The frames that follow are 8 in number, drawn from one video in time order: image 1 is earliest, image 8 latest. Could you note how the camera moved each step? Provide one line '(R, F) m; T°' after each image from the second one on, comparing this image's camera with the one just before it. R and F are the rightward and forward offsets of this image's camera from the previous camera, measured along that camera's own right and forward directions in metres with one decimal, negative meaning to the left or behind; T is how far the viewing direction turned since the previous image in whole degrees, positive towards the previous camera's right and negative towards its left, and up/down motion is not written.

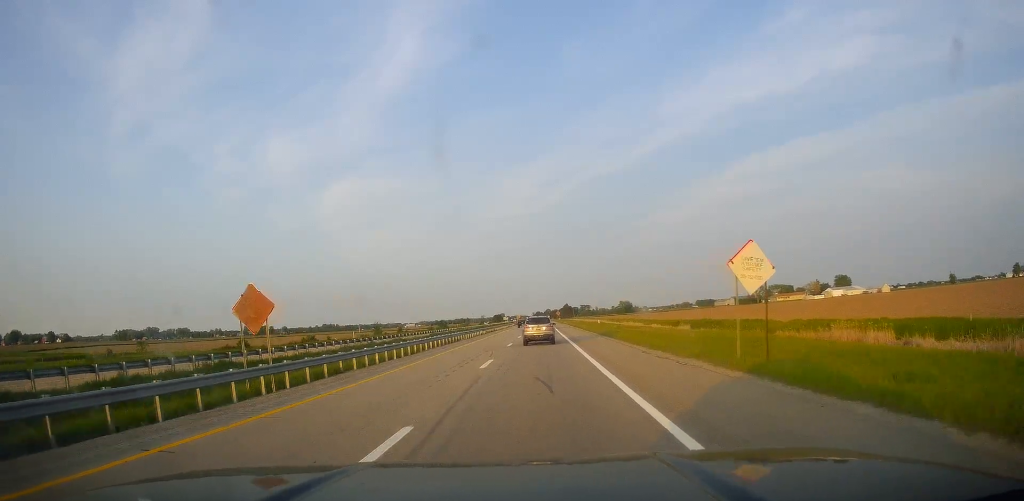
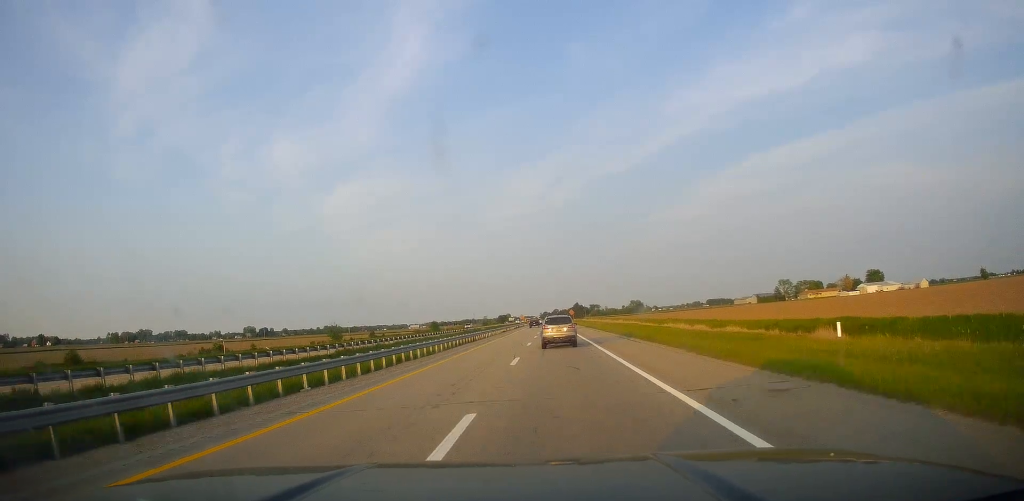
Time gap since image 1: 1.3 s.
(0.0, +44.0) m; 0°
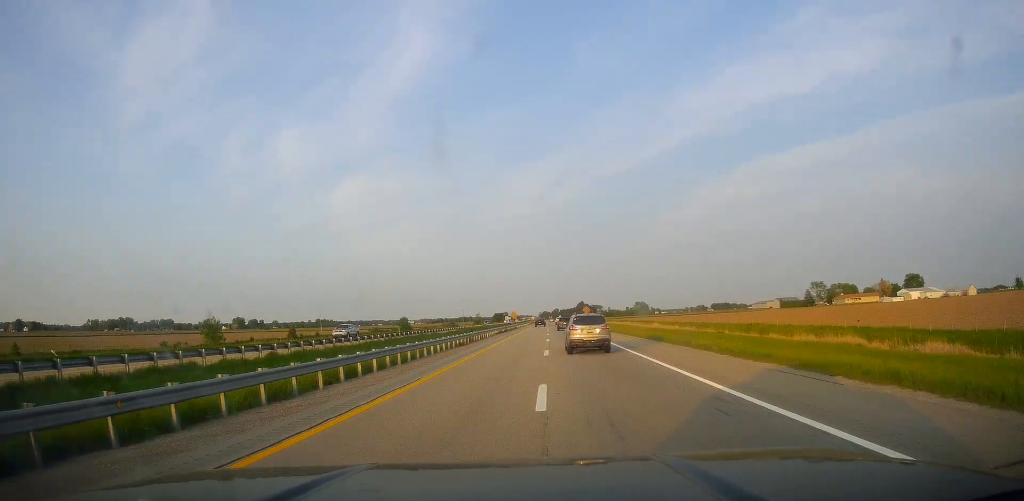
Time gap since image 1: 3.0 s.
(0.0, +55.7) m; 0°
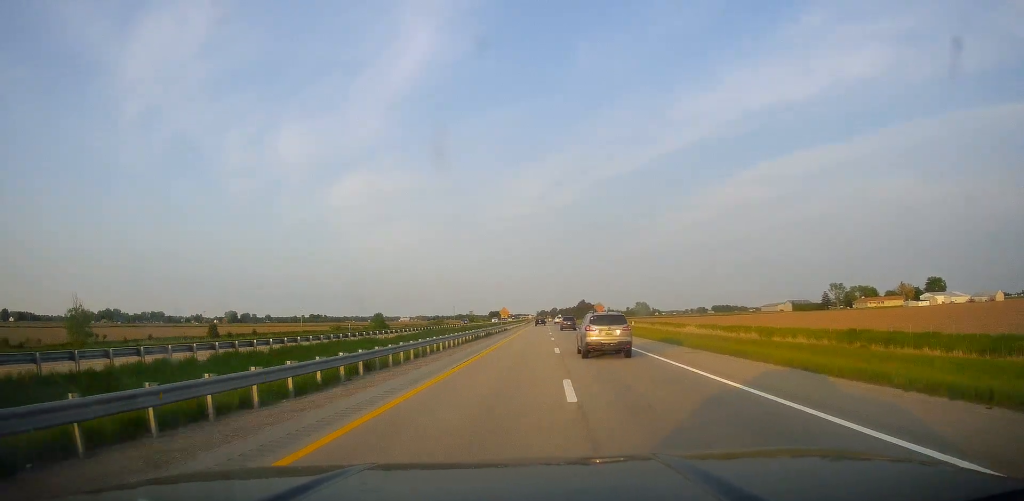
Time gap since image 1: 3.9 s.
(0.0, +29.4) m; 0°
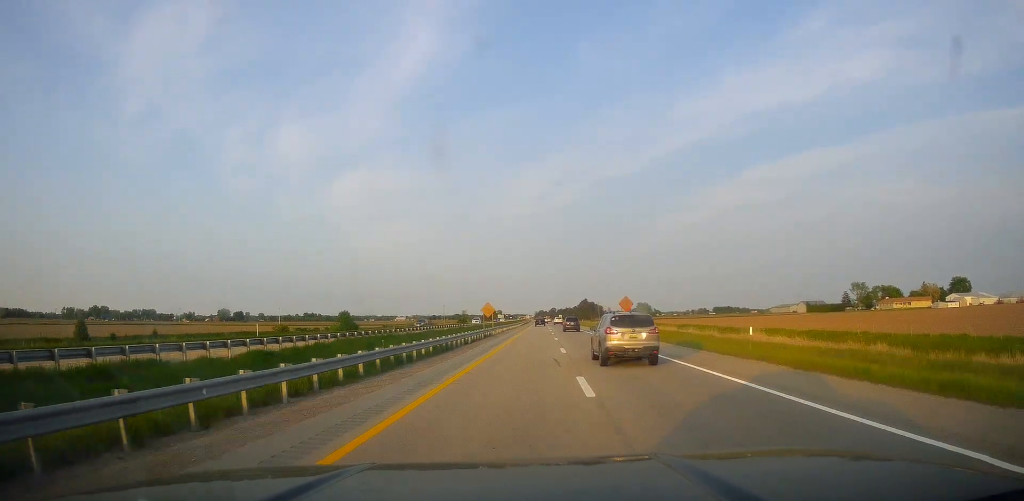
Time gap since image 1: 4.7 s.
(+0.2, +29.6) m; 0°
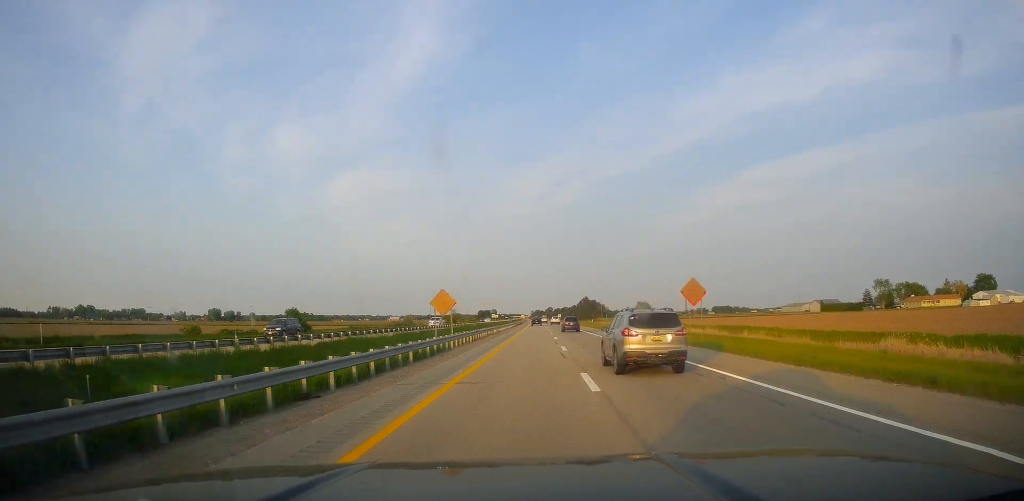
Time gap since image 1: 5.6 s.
(+0.2, +29.9) m; 0°
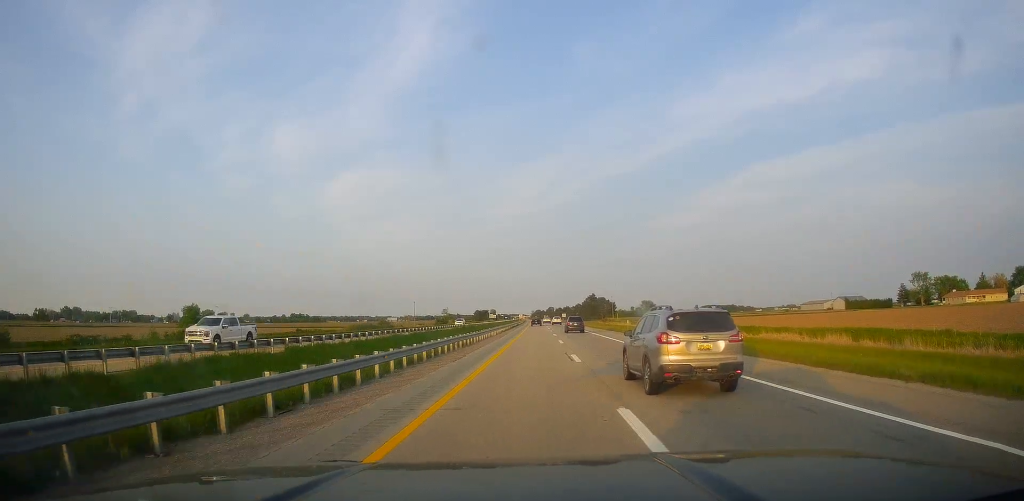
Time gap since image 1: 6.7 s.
(-0.4, +36.6) m; 0°
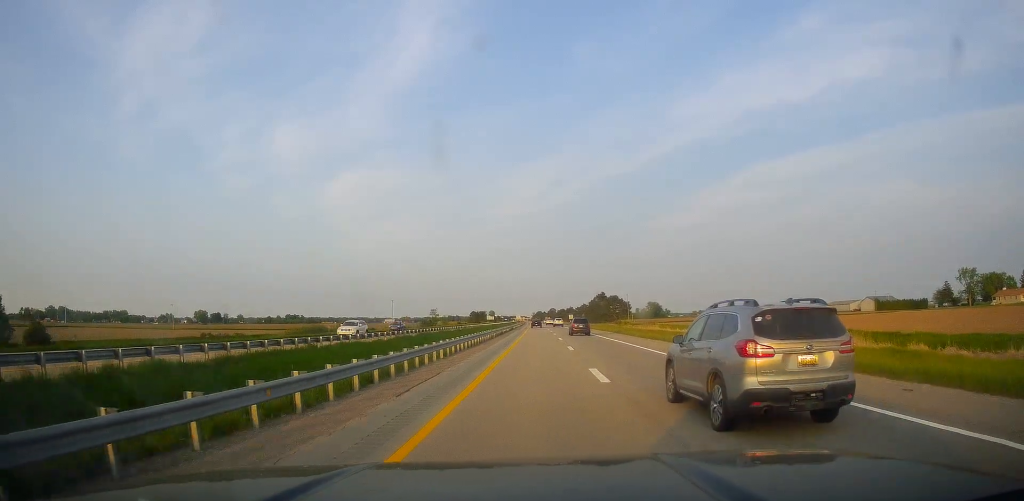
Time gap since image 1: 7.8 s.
(+0.3, +37.7) m; +1°
